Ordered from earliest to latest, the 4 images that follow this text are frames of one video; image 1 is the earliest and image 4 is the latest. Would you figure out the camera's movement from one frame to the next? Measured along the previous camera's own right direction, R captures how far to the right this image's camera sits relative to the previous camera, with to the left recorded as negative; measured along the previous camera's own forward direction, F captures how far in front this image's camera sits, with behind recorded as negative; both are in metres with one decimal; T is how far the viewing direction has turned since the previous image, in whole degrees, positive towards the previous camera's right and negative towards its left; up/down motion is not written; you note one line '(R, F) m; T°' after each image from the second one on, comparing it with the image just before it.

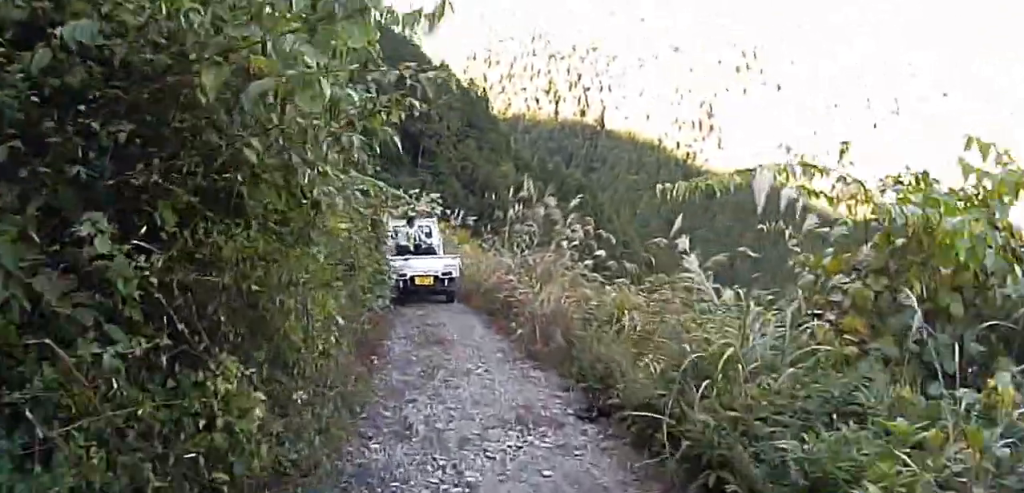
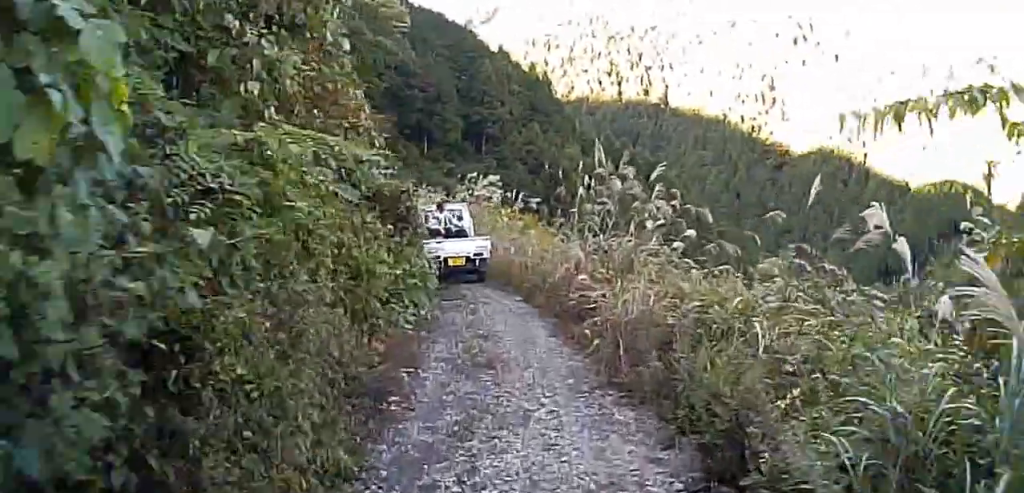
(0.0, +2.5) m; -16°
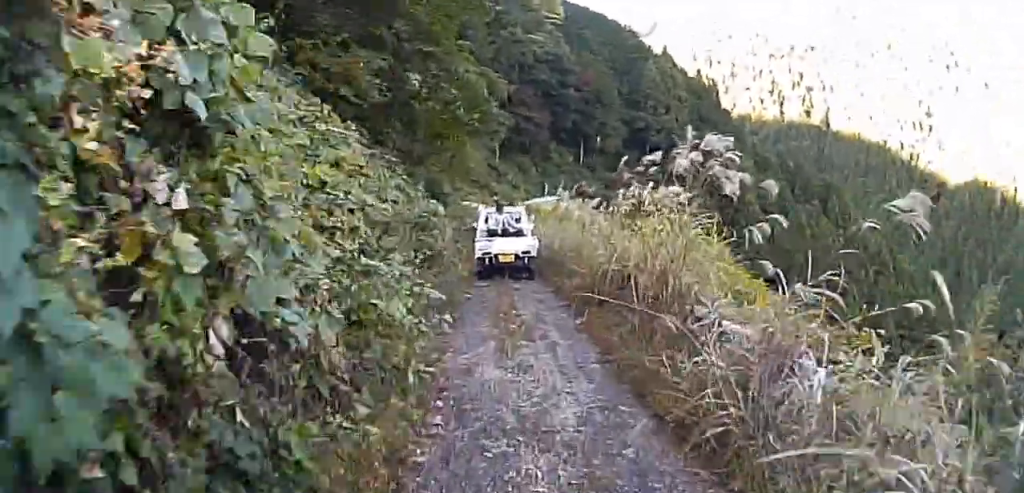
(-0.5, +12.8) m; +5°
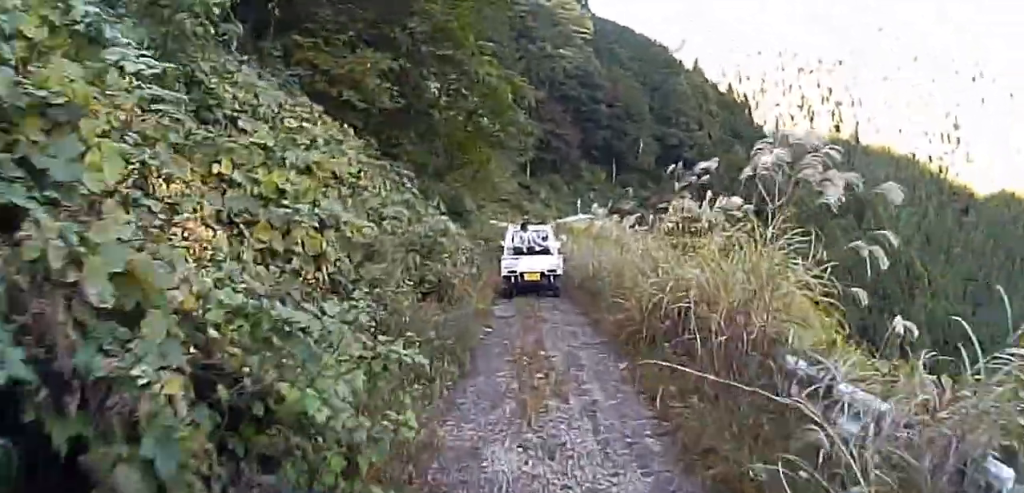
(+0.2, +2.4) m; -1°
